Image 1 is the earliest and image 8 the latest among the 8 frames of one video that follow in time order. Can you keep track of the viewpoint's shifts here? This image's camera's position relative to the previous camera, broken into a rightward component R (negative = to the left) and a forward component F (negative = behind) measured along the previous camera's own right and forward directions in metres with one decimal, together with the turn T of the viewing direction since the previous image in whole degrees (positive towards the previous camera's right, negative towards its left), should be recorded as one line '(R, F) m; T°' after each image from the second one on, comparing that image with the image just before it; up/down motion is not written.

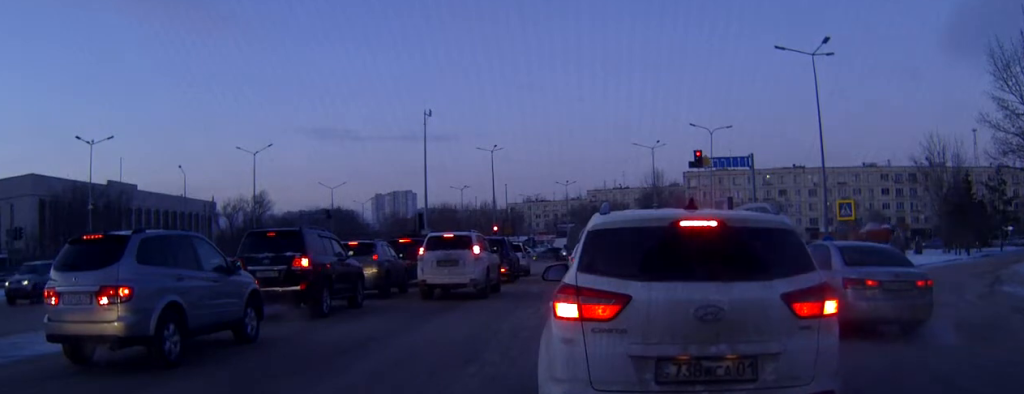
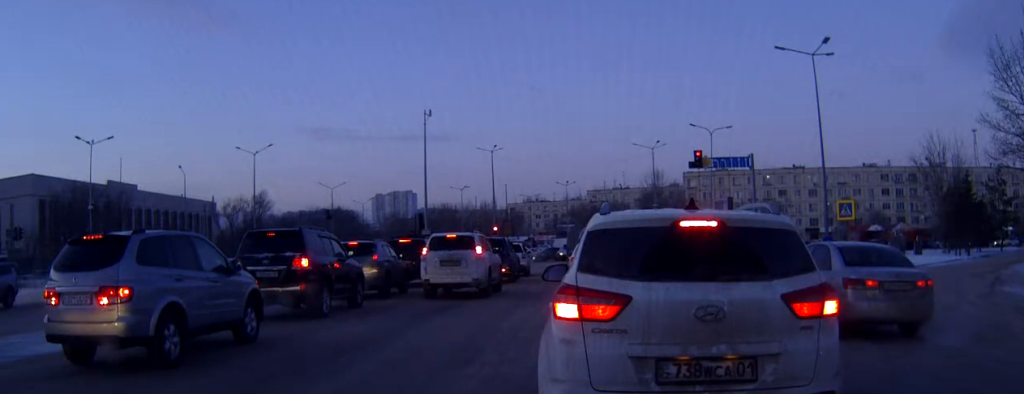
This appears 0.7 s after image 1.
(0.0, 0.0) m; 0°
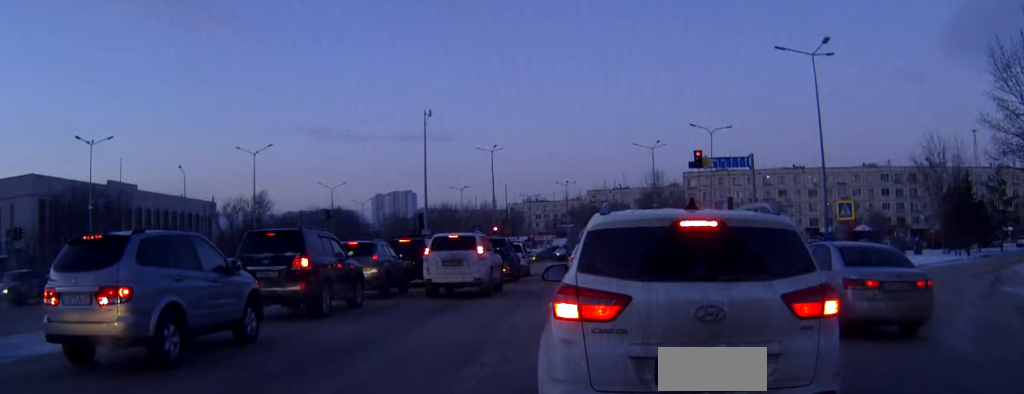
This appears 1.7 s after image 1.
(0.0, 0.0) m; 0°
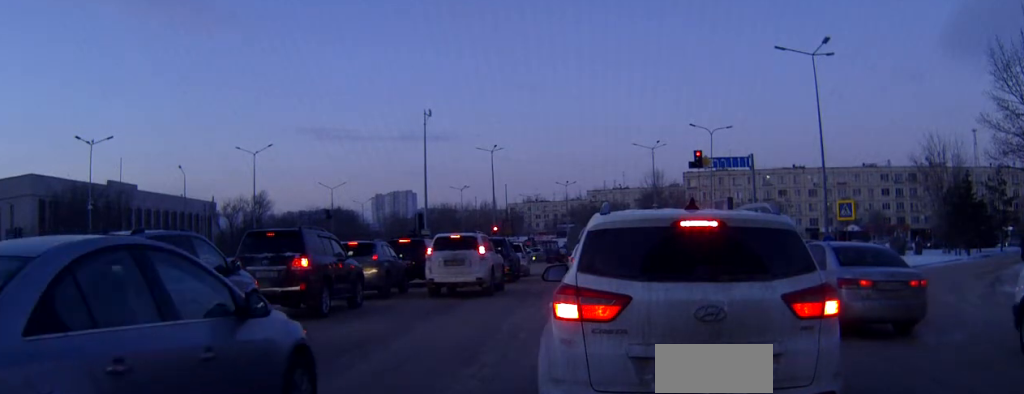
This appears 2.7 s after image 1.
(0.0, +0.2) m; 0°
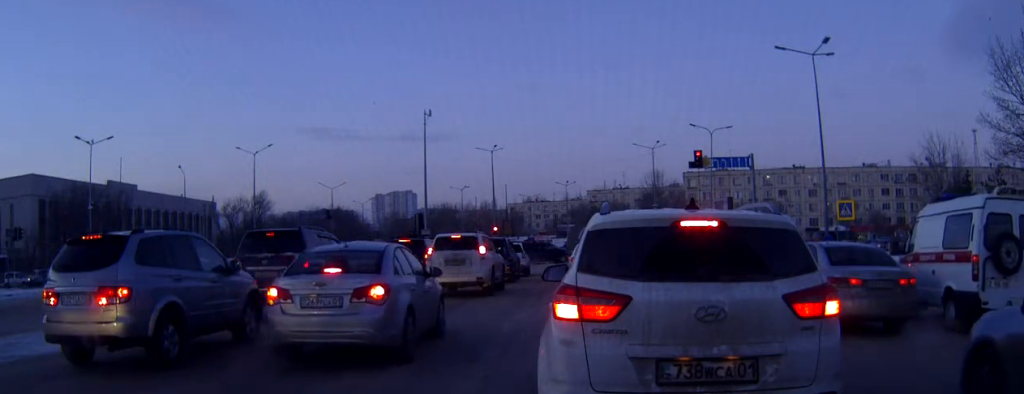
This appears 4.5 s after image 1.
(-0.1, +0.3) m; 0°
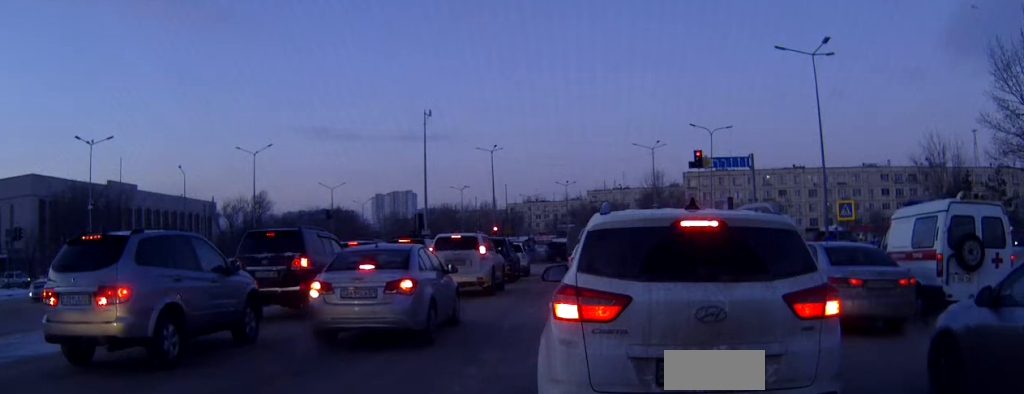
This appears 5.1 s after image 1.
(0.0, 0.0) m; 0°
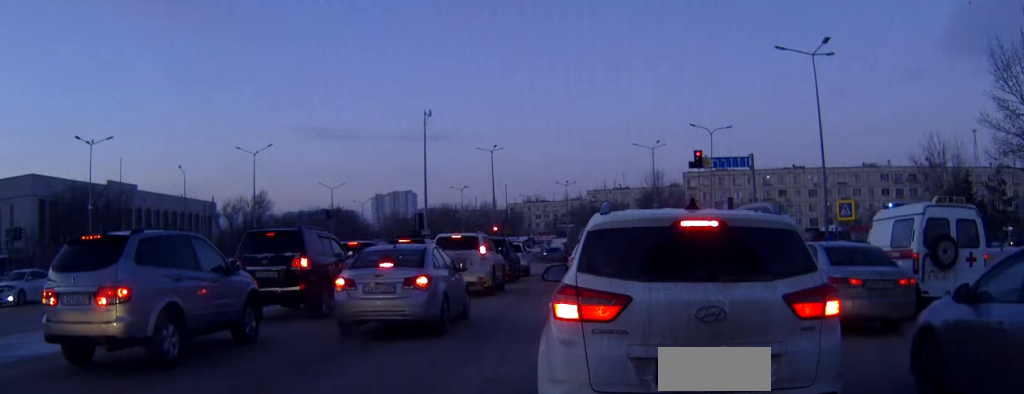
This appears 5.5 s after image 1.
(0.0, 0.0) m; 0°
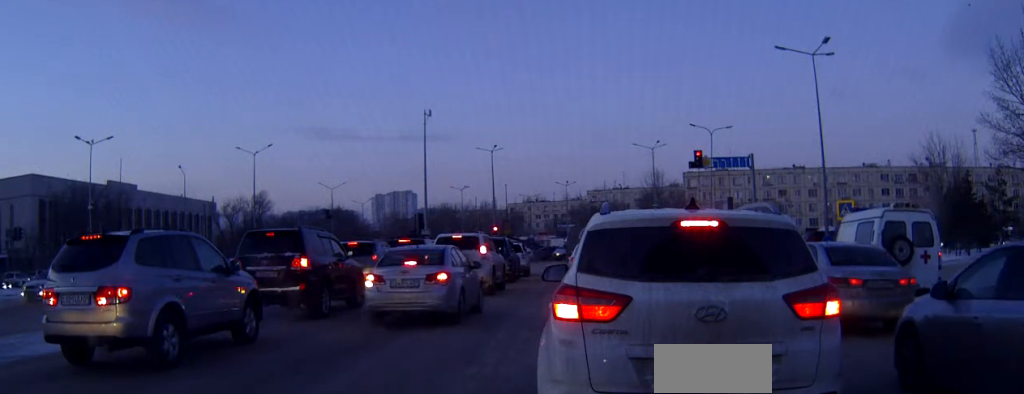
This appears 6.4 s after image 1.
(0.0, 0.0) m; 0°
